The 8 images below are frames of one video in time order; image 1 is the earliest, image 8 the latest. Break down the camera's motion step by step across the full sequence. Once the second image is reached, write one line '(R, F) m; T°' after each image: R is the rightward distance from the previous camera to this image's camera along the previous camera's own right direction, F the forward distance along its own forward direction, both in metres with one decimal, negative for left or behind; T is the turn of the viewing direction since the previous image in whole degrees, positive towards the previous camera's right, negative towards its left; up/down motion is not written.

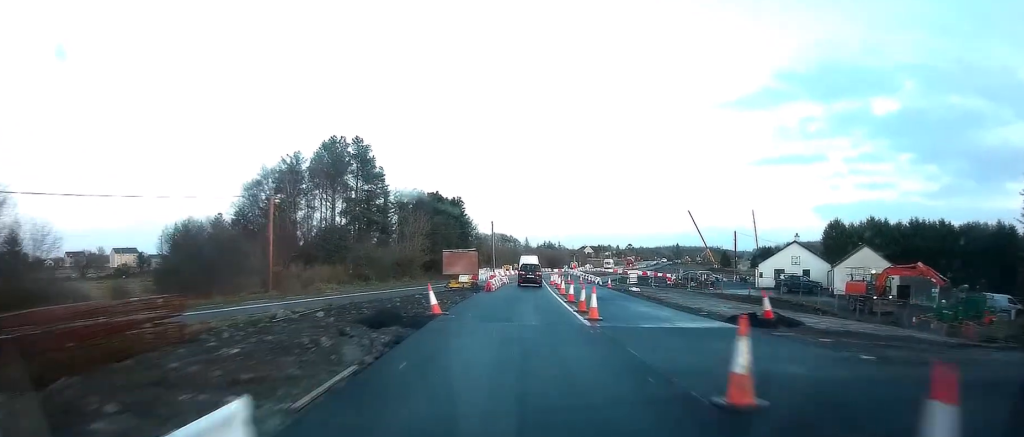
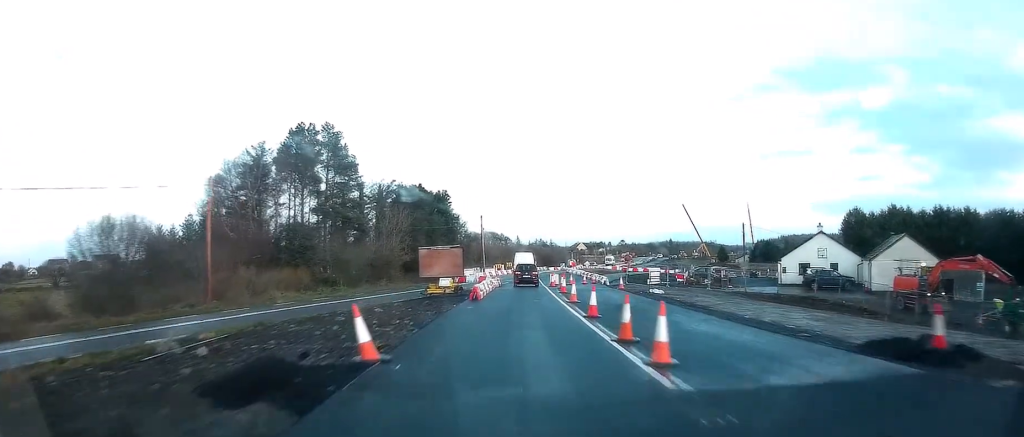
(0.0, +8.0) m; 0°
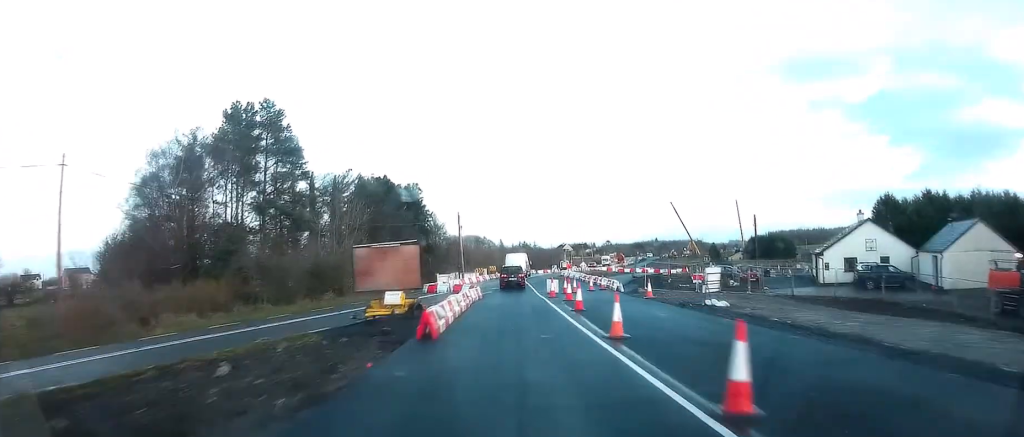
(0.0, +11.9) m; 0°
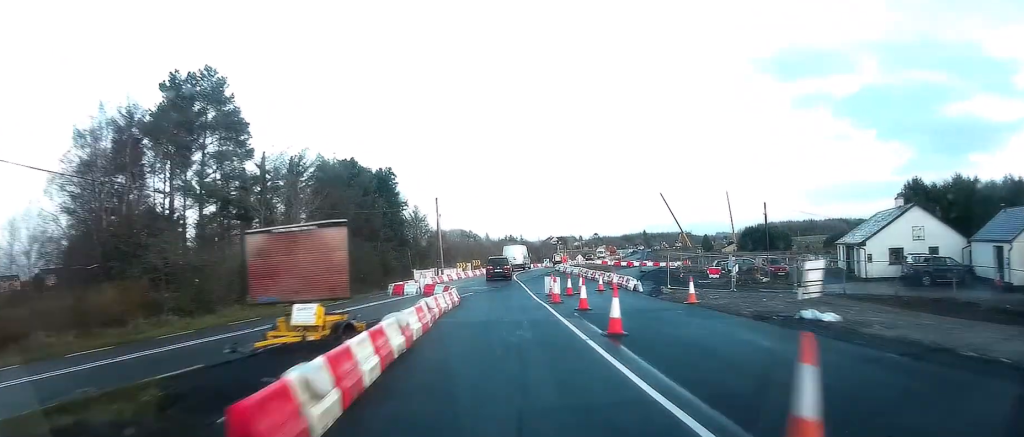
(0.0, +8.7) m; +1°
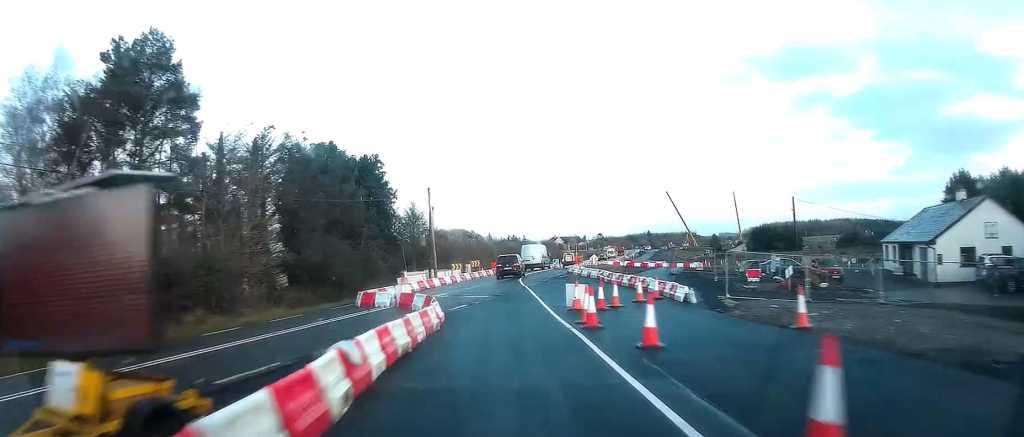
(0.0, +8.2) m; +1°
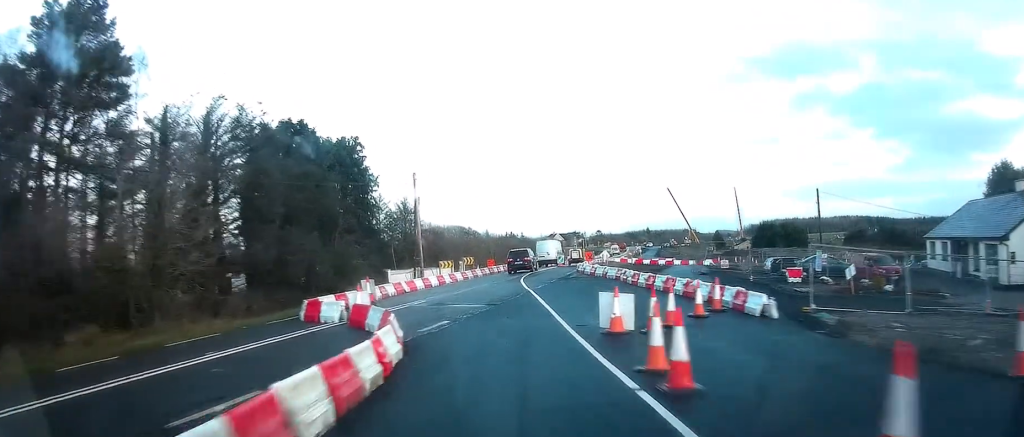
(+0.3, +7.2) m; 0°
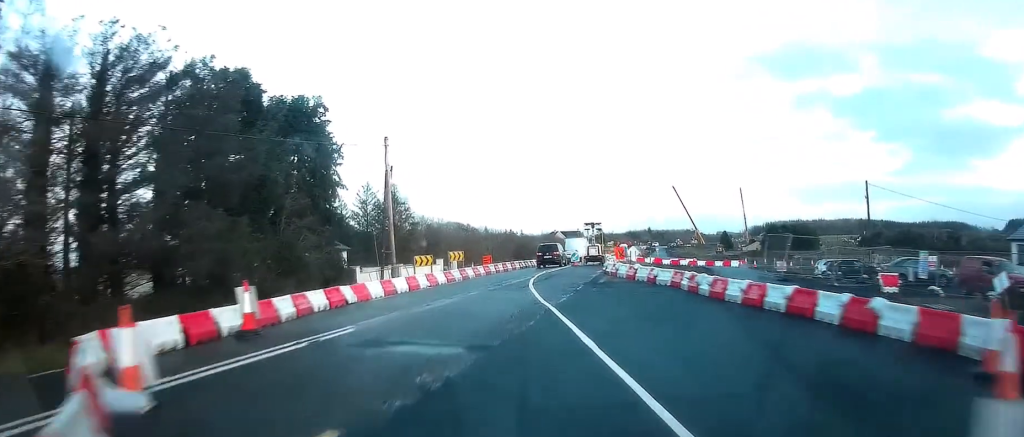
(-0.1, +10.8) m; 0°
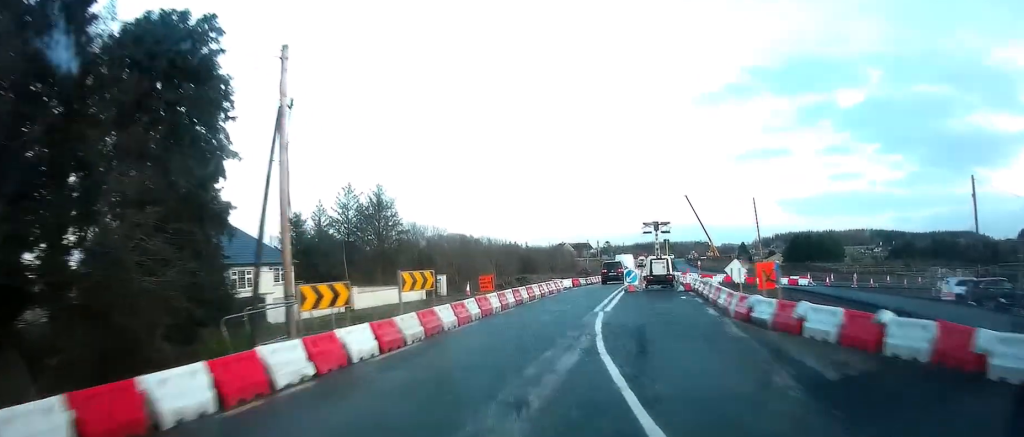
(+0.2, +16.8) m; +2°
